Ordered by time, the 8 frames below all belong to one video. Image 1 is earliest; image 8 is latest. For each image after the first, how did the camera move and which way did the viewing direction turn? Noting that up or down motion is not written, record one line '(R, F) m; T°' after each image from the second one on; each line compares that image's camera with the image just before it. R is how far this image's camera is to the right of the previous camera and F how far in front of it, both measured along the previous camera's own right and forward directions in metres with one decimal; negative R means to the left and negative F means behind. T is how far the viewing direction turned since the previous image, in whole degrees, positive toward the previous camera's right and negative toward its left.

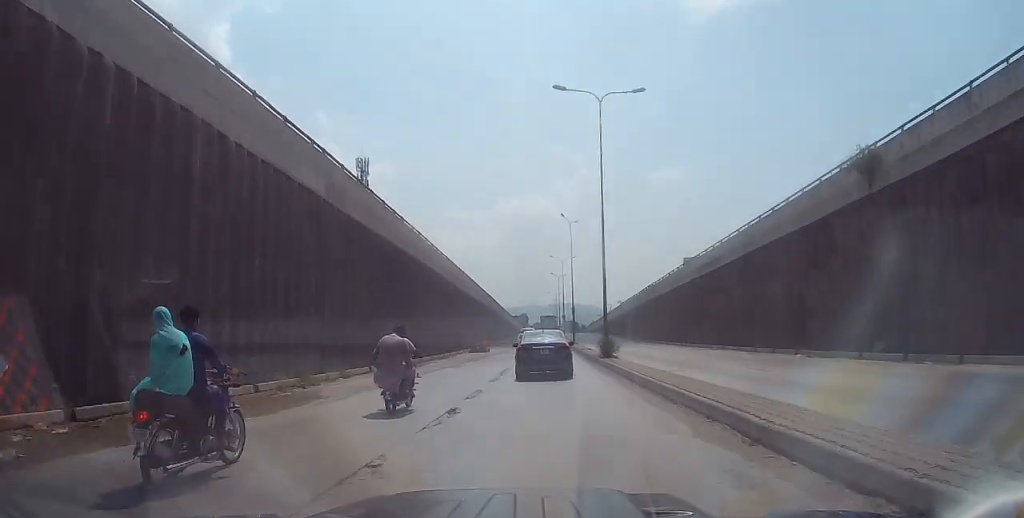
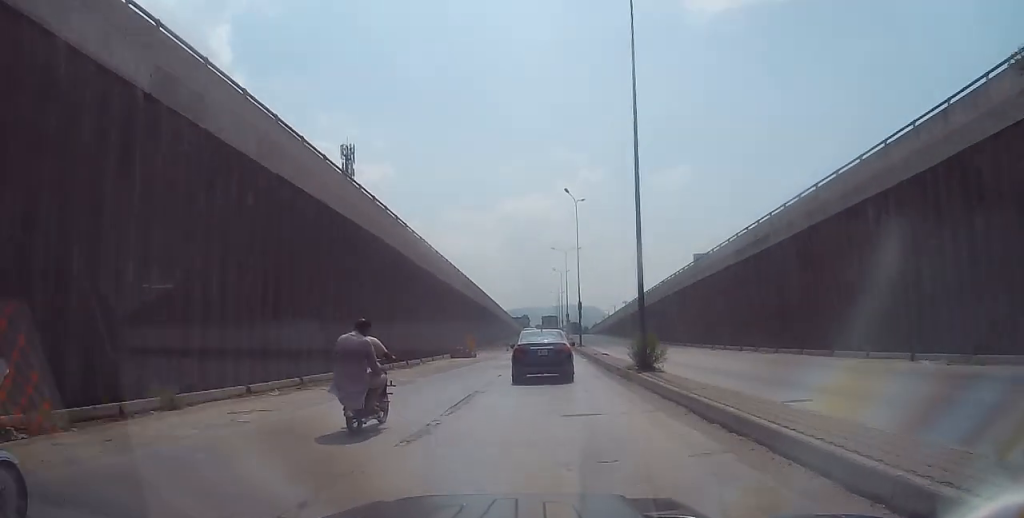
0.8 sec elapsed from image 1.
(0.0, +9.6) m; +2°
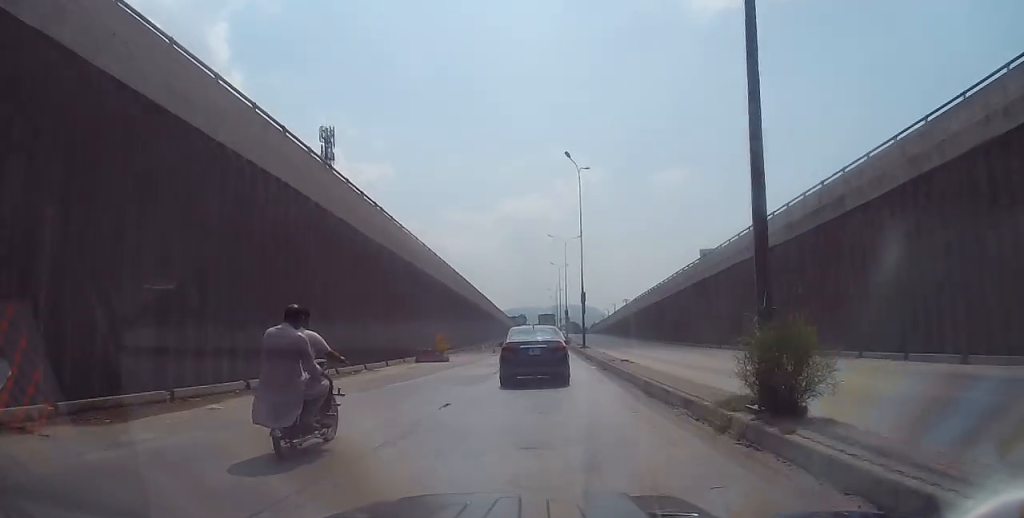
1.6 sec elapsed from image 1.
(+0.5, +9.5) m; +1°
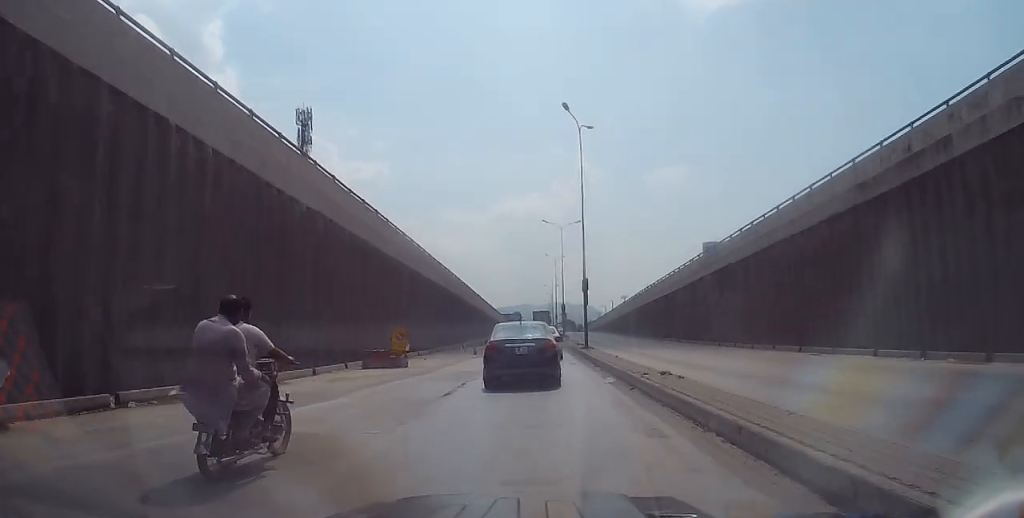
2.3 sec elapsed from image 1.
(-0.2, +8.4) m; -1°
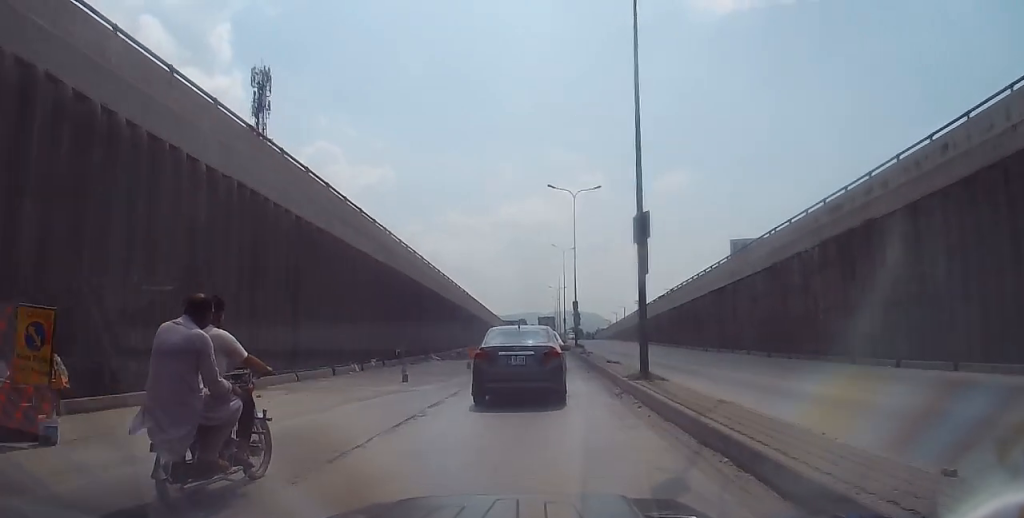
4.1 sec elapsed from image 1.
(-0.6, +19.6) m; -4°
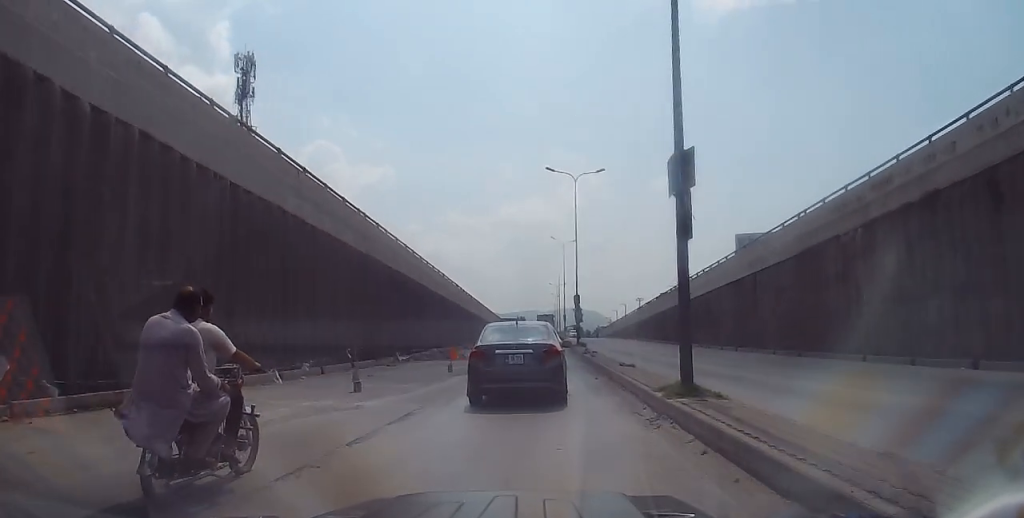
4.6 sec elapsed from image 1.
(0.0, +4.7) m; -1°
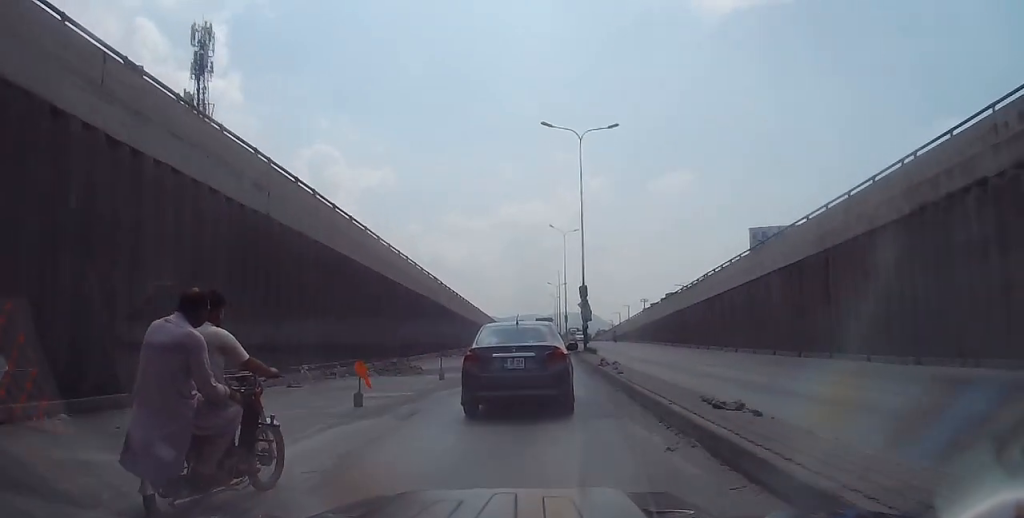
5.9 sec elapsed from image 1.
(-0.1, +10.7) m; +2°
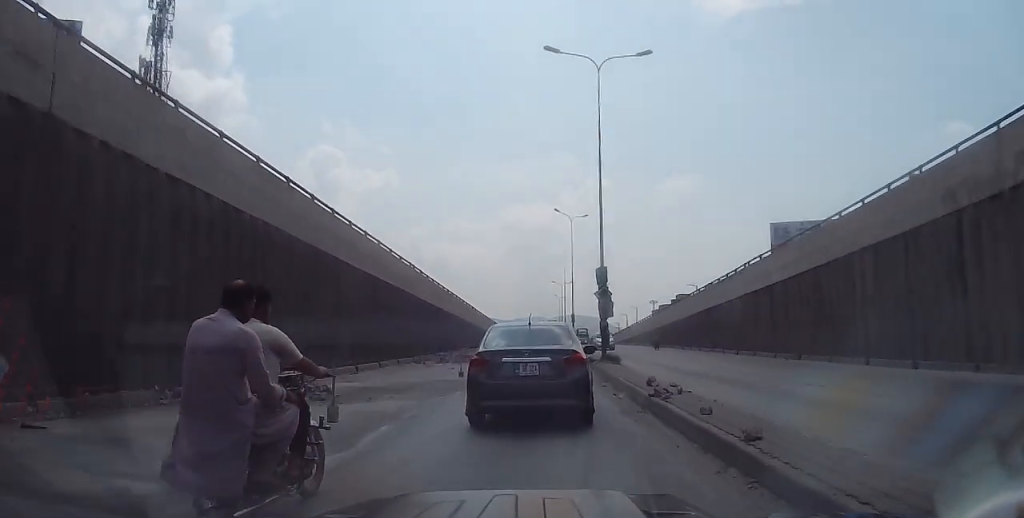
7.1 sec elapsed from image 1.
(+0.4, +9.9) m; +1°
